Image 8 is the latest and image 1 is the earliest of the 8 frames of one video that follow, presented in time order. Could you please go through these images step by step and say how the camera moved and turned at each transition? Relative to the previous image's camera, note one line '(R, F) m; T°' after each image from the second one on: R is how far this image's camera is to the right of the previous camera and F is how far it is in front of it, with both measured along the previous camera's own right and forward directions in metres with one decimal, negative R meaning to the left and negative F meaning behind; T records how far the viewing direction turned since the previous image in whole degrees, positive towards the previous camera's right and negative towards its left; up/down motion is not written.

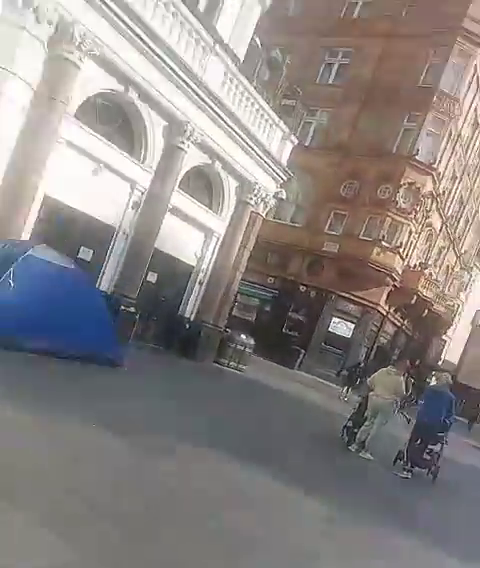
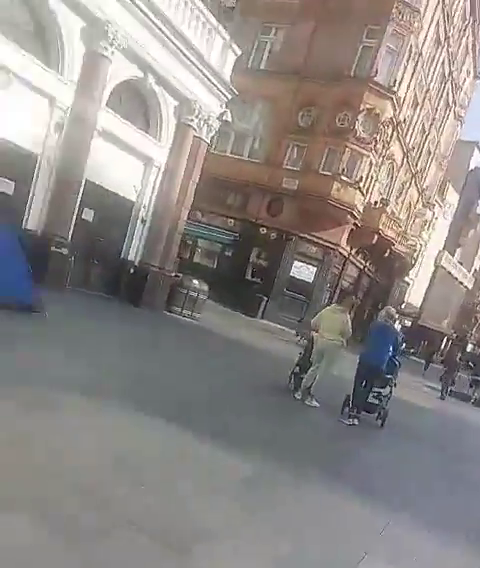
(0.0, +1.1) m; +2°
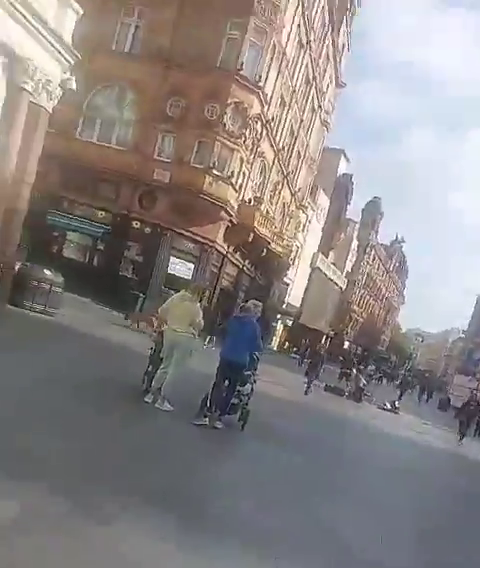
(0.0, +1.3) m; 0°
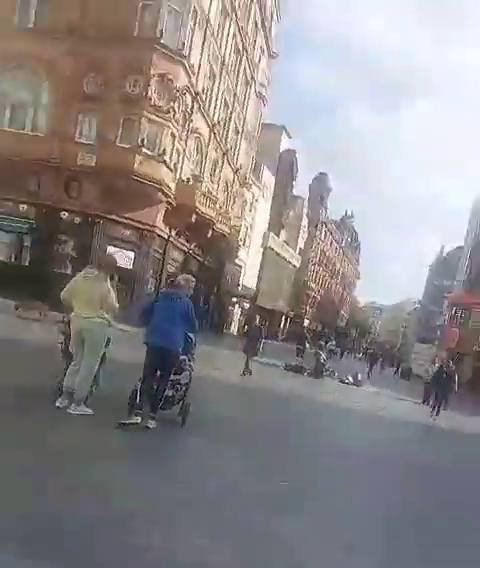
(0.0, +1.0) m; 0°
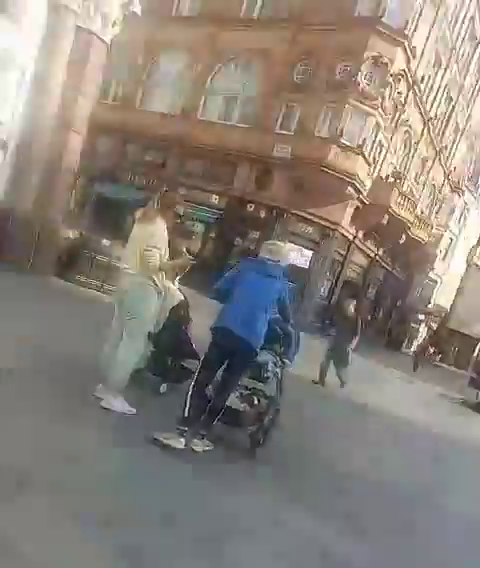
(0.0, +2.2) m; -6°
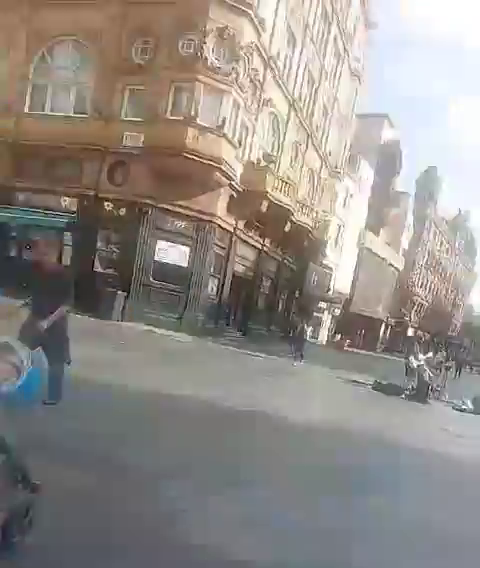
(-0.2, +2.2) m; -6°
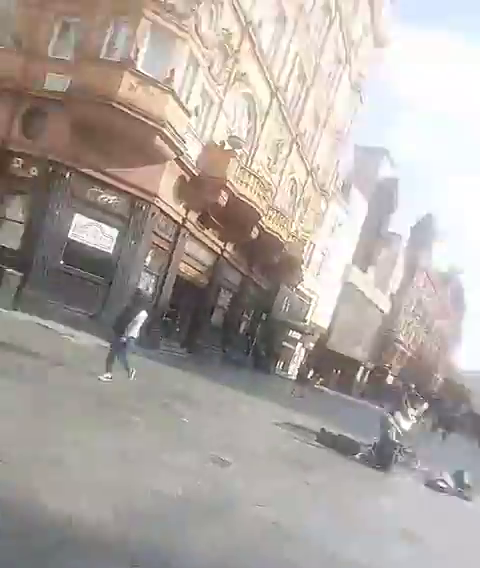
(+0.1, +4.7) m; +10°
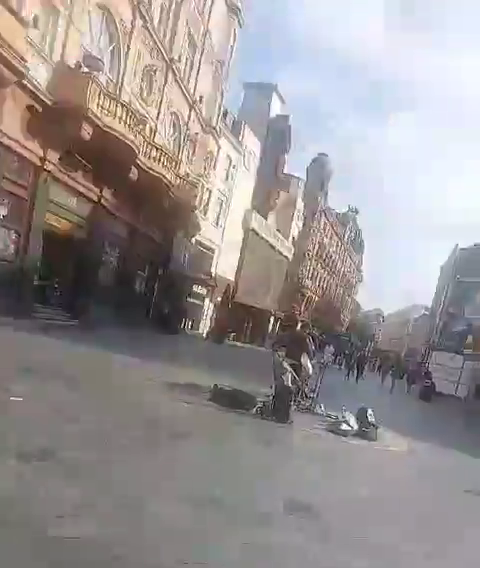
(+0.1, +2.0) m; +7°
